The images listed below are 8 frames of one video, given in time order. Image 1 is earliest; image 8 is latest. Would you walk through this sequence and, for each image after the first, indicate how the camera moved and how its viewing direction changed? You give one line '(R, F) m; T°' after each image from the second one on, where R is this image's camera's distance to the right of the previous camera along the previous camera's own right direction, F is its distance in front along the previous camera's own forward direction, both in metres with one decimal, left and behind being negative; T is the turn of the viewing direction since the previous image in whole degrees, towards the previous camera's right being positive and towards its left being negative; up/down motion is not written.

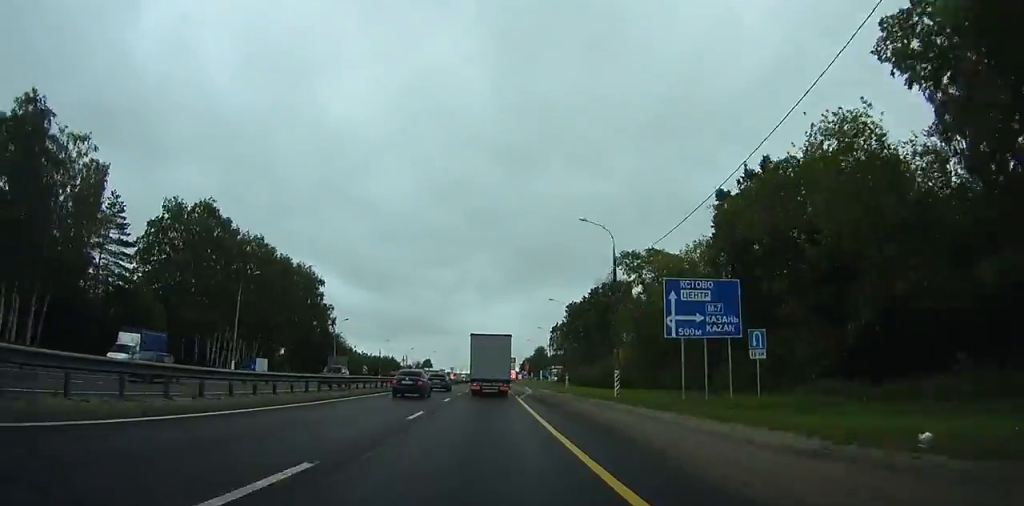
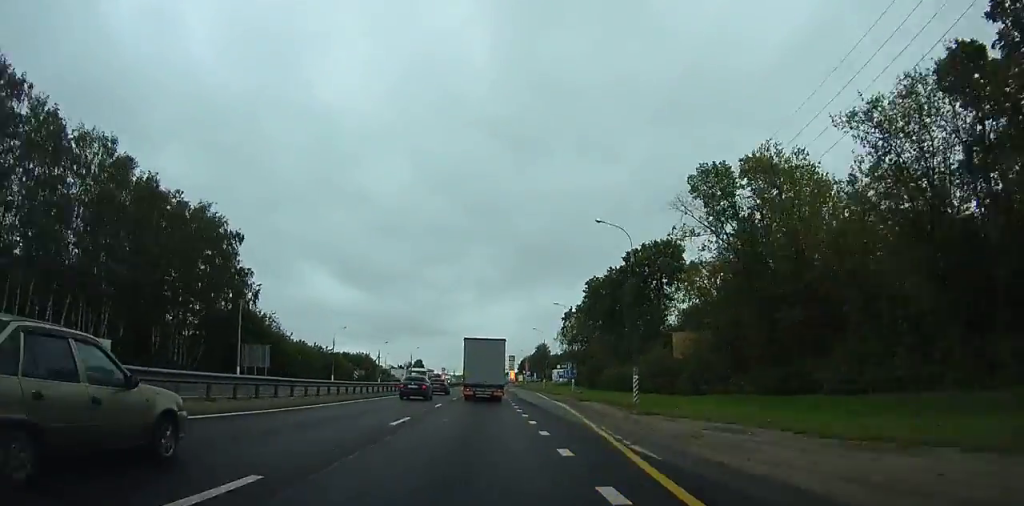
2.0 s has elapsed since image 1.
(+0.2, +36.3) m; 0°
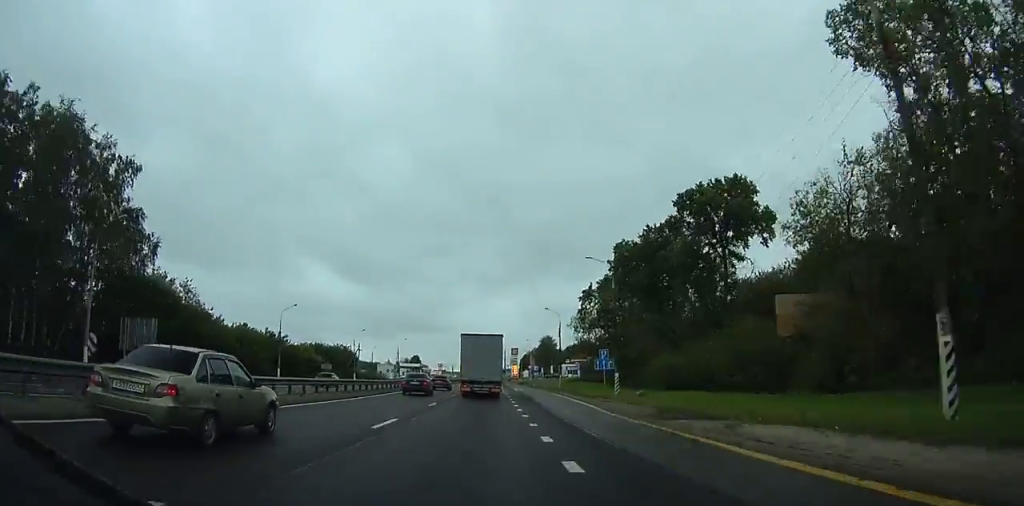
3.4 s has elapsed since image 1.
(+0.1, +25.5) m; 0°
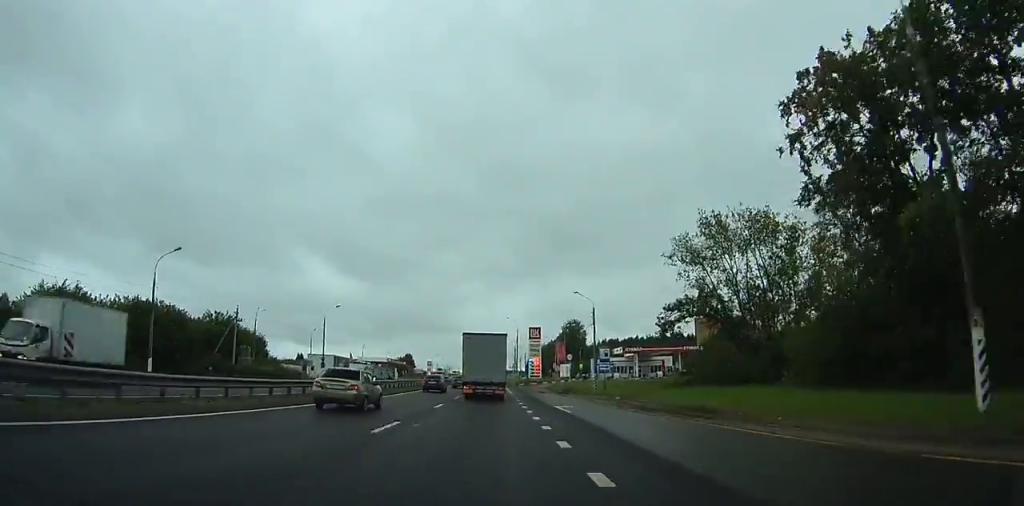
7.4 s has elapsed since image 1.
(-0.1, +72.7) m; 0°
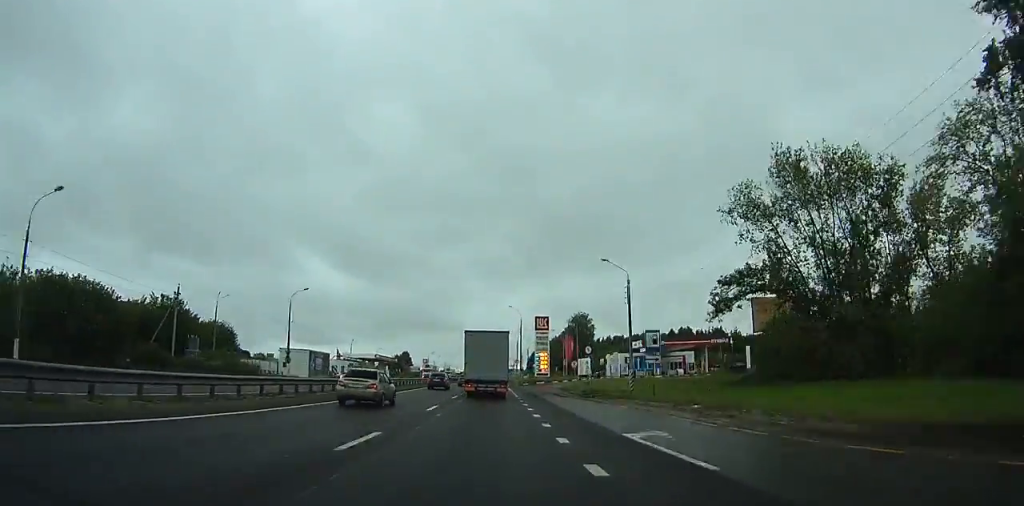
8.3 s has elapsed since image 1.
(0.0, +15.4) m; 0°
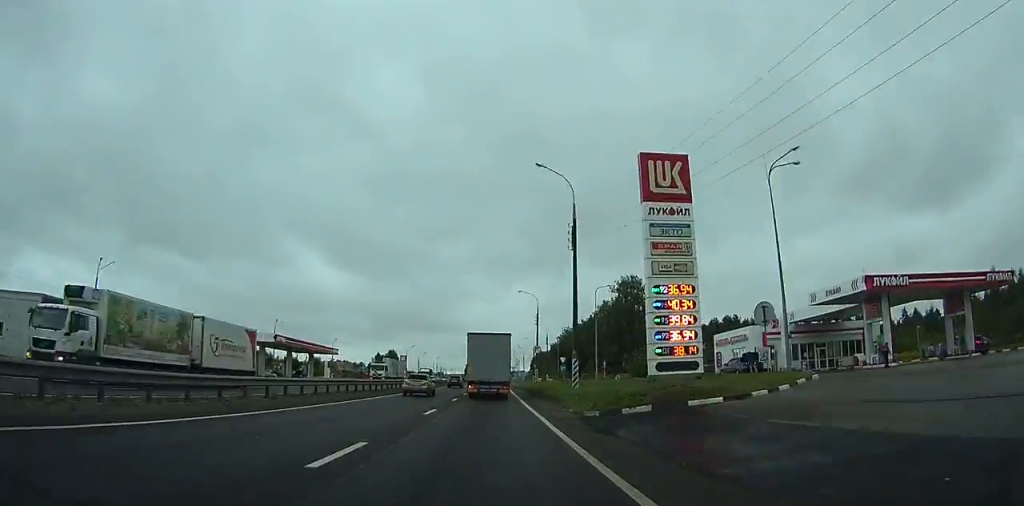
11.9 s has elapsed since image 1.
(-0.1, +63.4) m; 0°
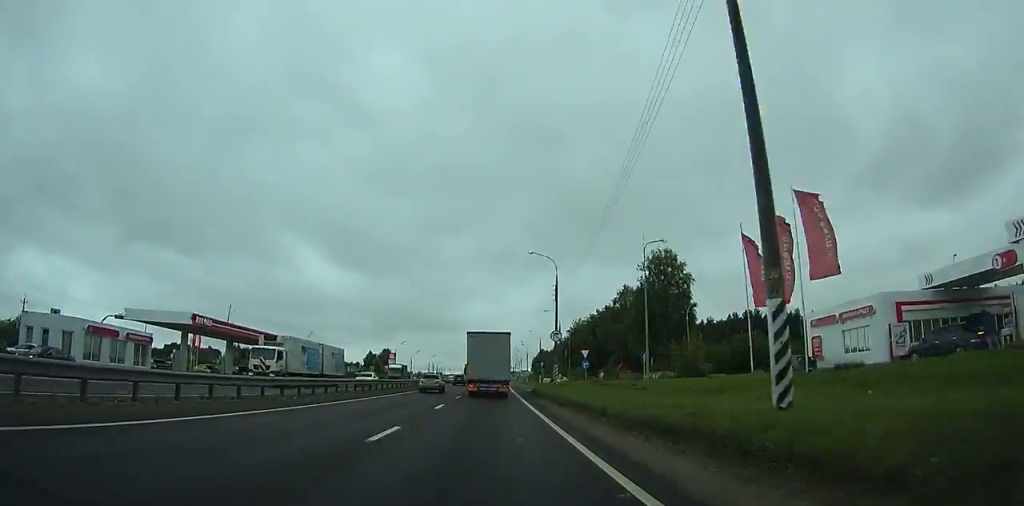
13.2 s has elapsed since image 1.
(0.0, +20.9) m; 0°
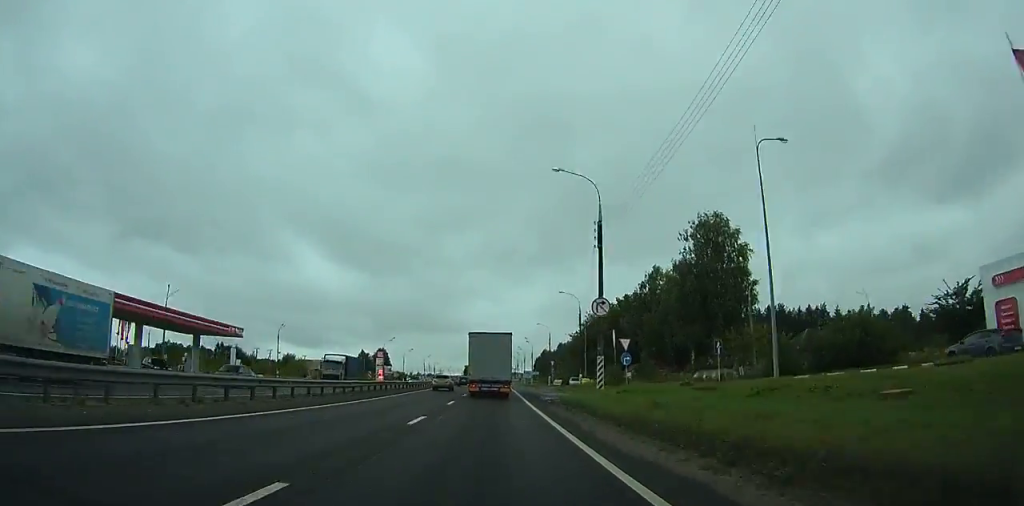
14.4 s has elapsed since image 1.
(-0.1, +19.4) m; 0°
